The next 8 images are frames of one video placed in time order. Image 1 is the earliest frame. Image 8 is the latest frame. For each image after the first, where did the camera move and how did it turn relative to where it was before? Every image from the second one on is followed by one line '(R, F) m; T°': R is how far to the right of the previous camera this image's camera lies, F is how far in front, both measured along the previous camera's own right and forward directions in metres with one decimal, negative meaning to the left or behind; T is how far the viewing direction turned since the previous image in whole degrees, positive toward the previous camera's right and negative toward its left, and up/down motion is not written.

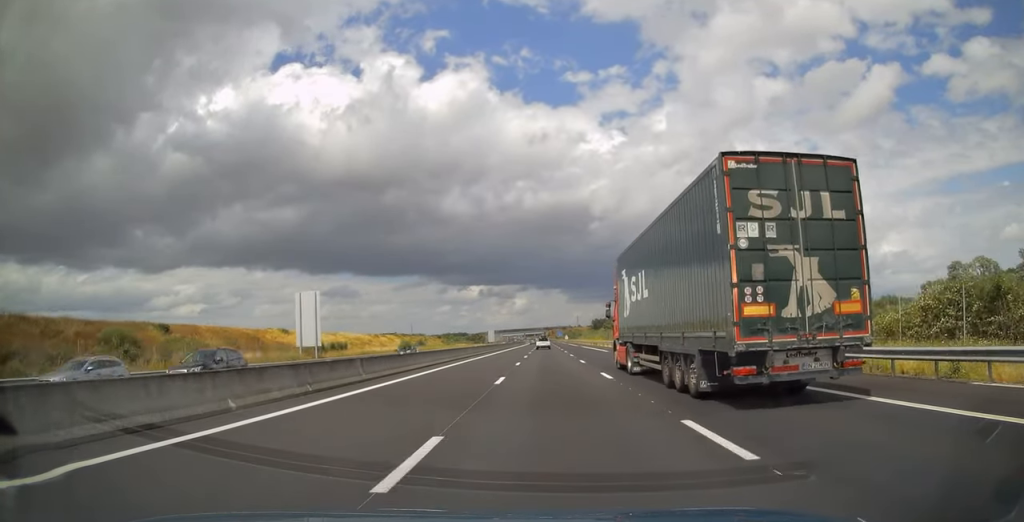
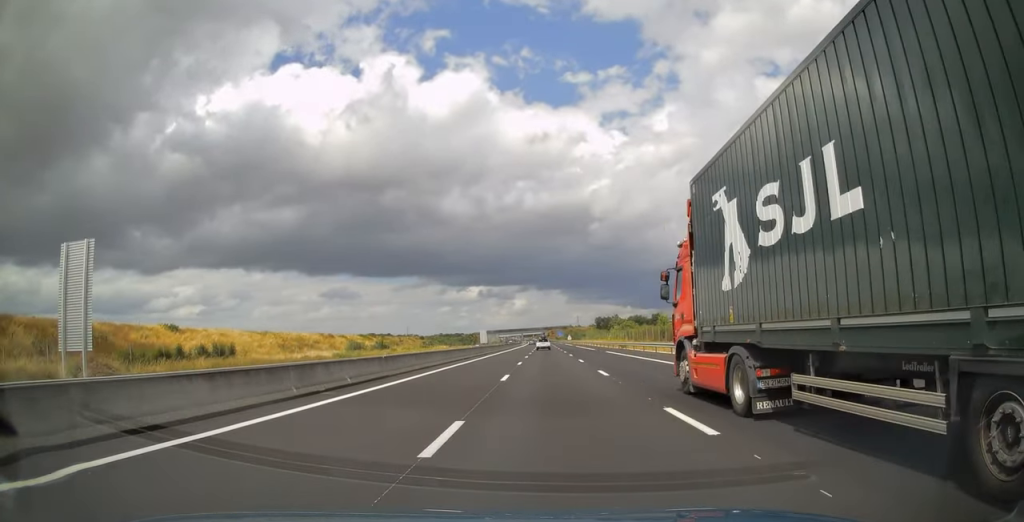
(-0.1, +37.7) m; 0°
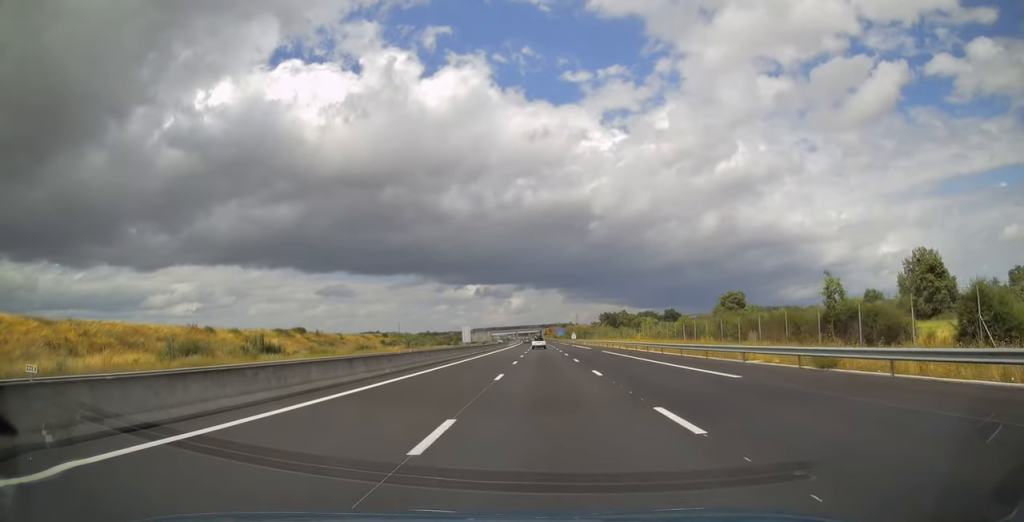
(+0.1, +52.5) m; 0°
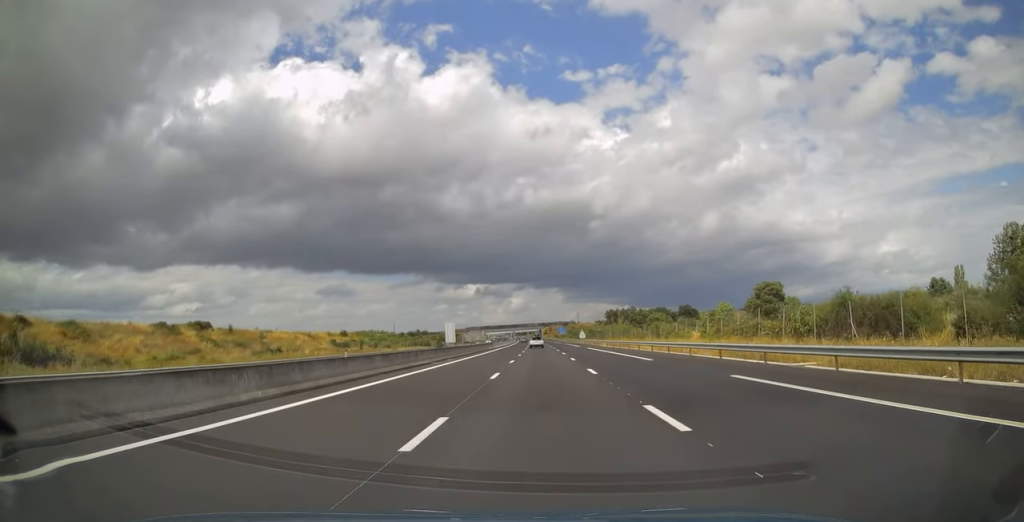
(0.0, +39.5) m; 0°
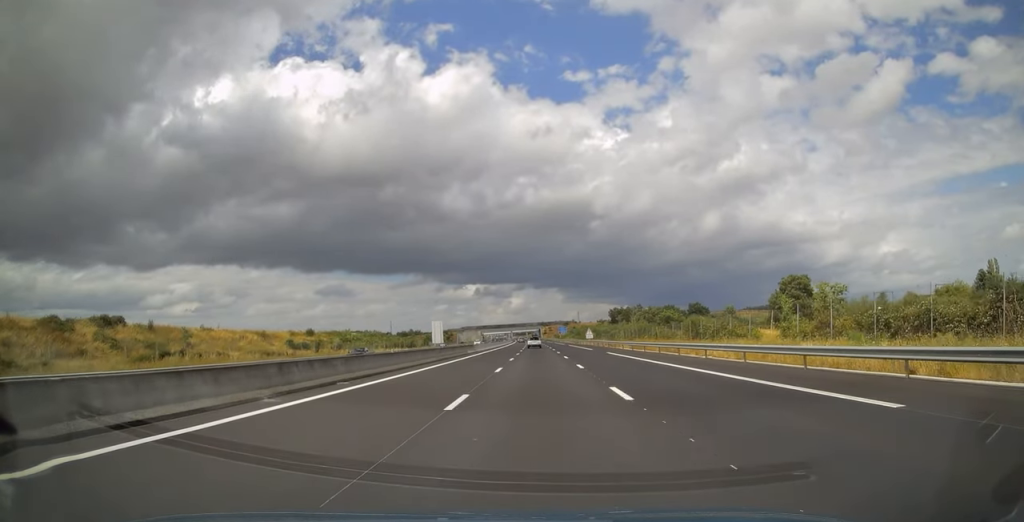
(+0.1, +22.4) m; 0°
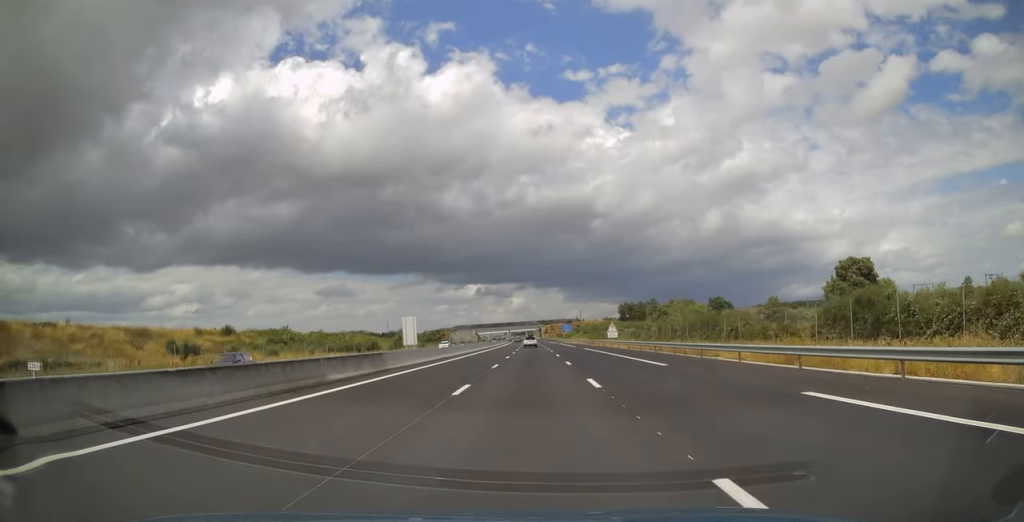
(+0.1, +36.7) m; 0°
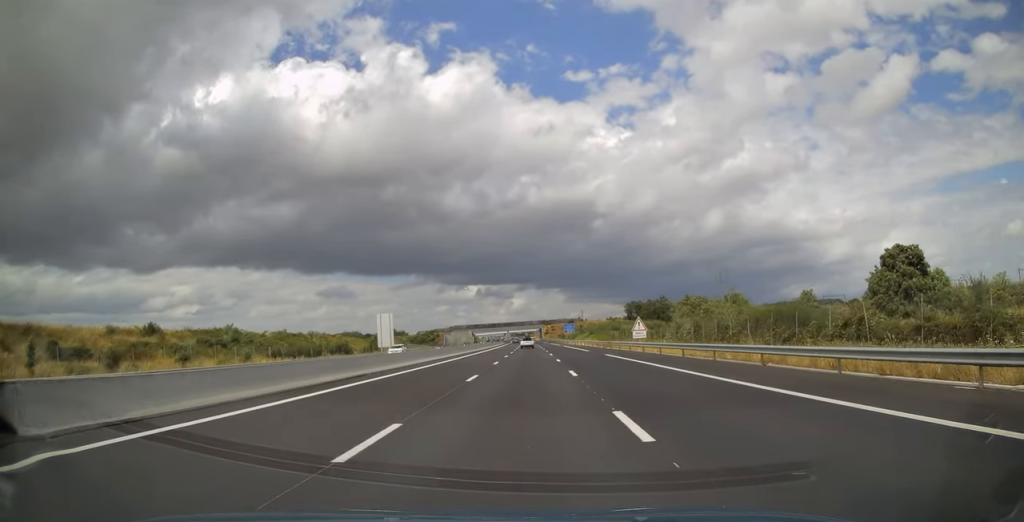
(0.0, +21.2) m; 0°
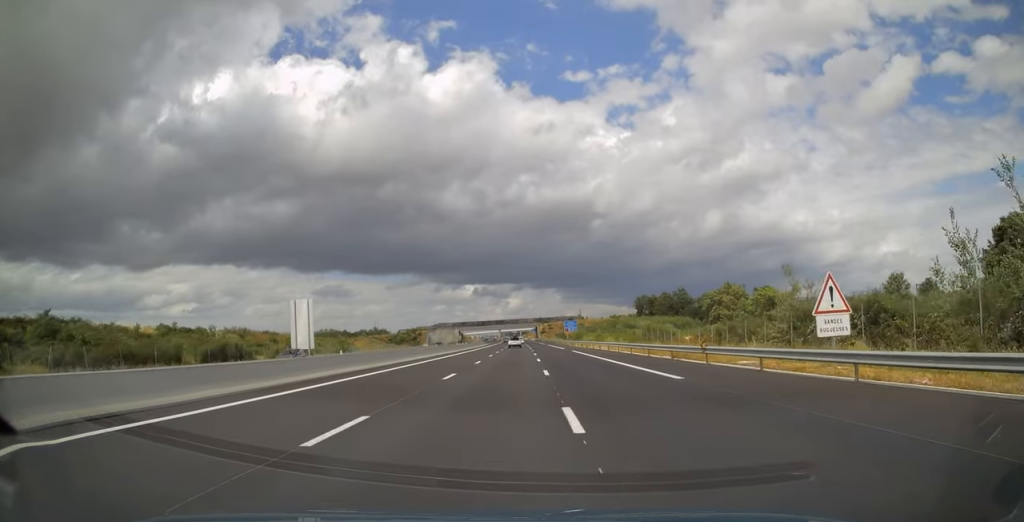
(0.0, +38.8) m; 0°
